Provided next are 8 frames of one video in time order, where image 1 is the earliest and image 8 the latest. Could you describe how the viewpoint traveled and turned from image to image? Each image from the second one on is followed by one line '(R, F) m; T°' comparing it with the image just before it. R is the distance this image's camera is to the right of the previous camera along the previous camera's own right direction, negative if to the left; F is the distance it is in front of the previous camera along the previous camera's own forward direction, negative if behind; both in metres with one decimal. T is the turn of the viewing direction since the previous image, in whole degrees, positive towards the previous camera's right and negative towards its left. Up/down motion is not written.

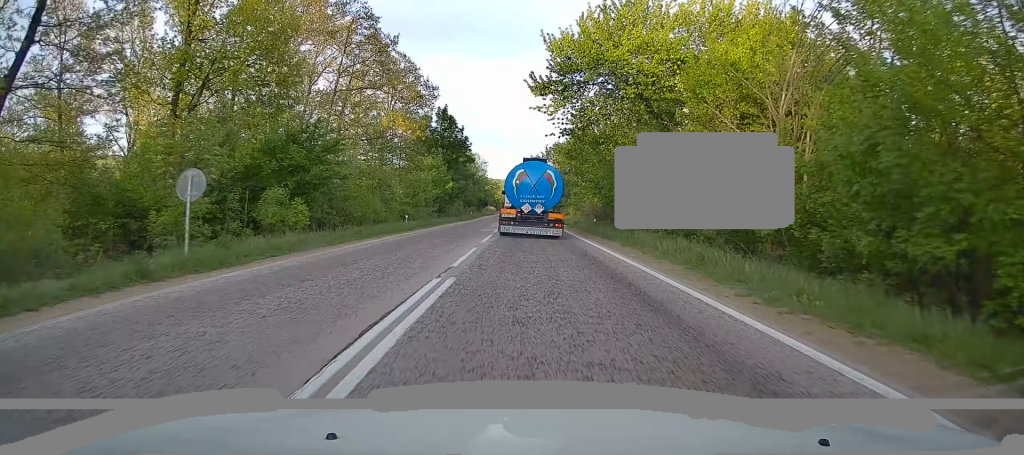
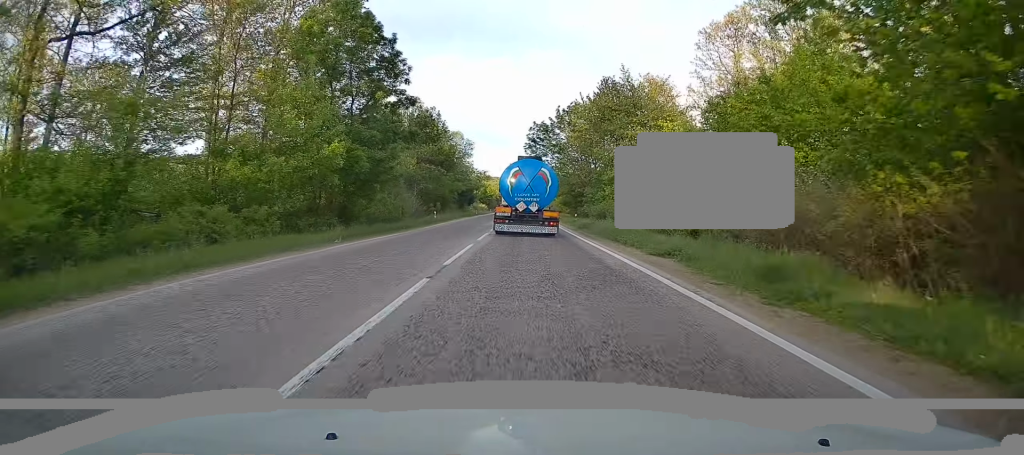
(+0.4, +35.4) m; +1°
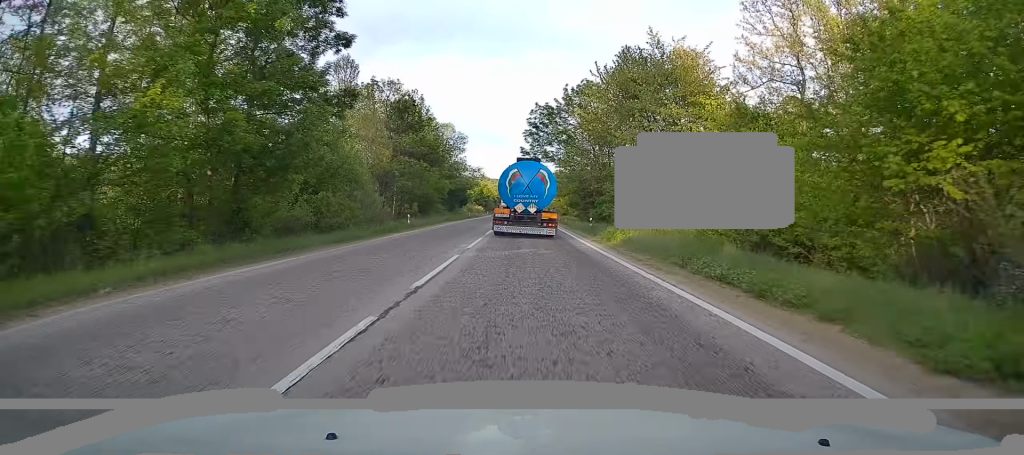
(0.0, +12.0) m; 0°
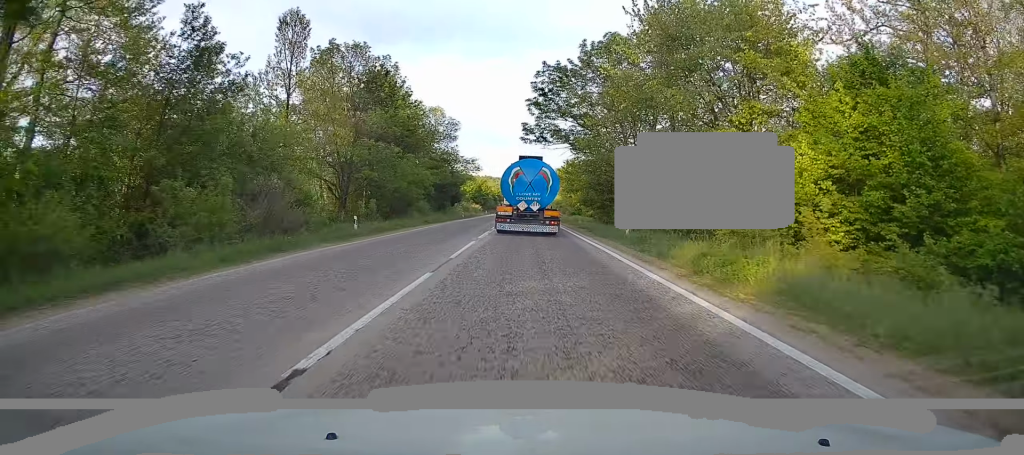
(-0.2, +13.6) m; -1°
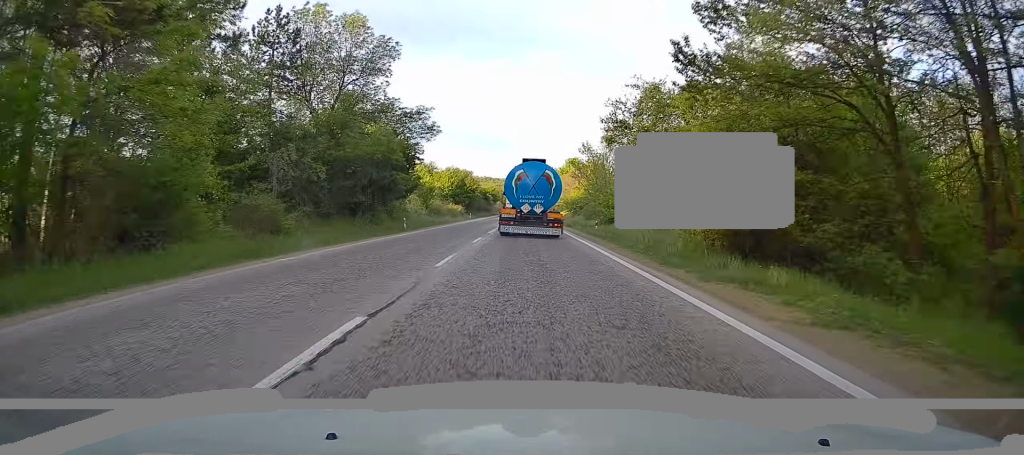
(-0.1, +37.5) m; 0°
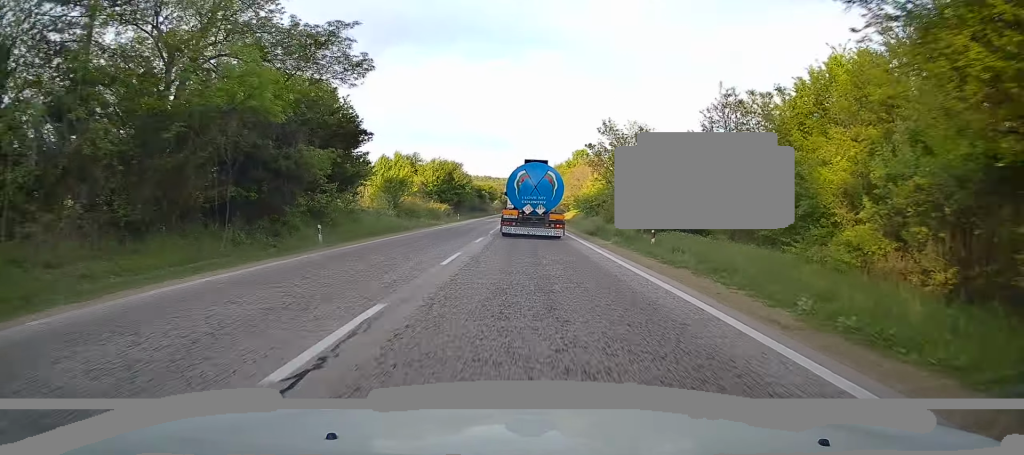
(0.0, +16.8) m; 0°
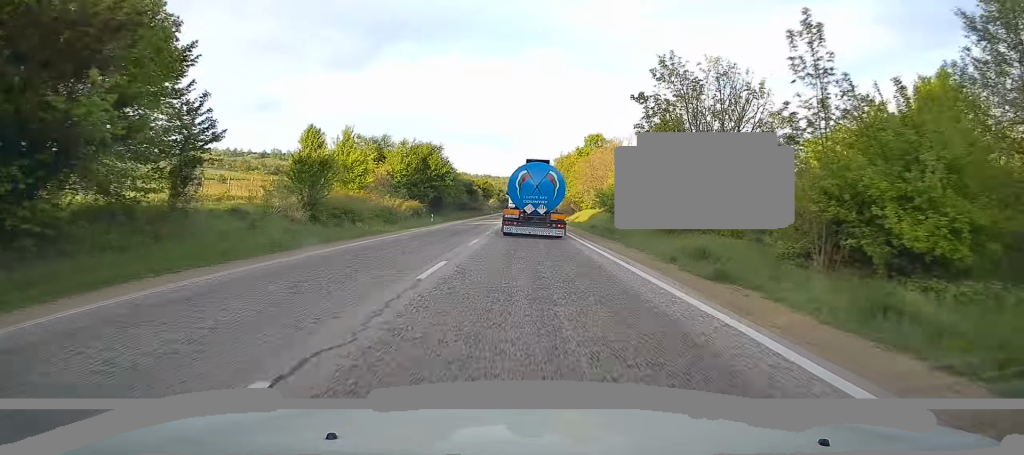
(0.0, +20.9) m; 0°
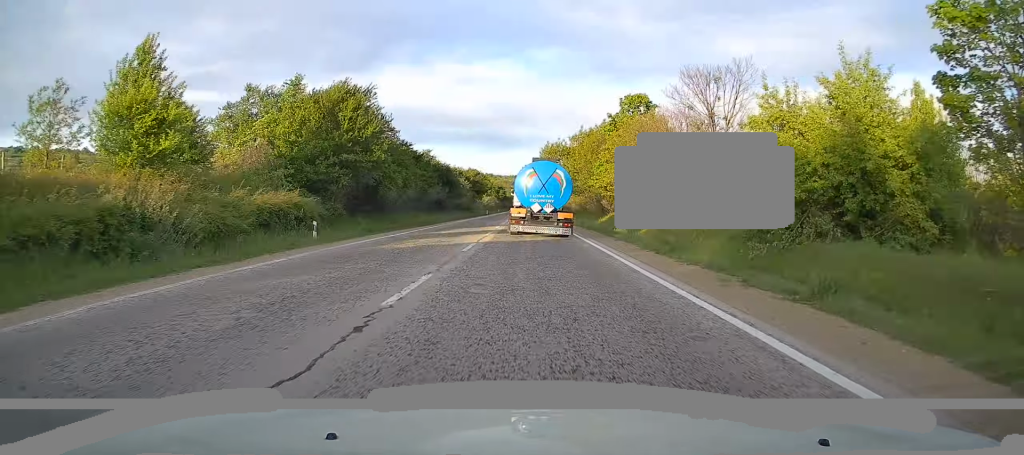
(0.0, +29.8) m; 0°
